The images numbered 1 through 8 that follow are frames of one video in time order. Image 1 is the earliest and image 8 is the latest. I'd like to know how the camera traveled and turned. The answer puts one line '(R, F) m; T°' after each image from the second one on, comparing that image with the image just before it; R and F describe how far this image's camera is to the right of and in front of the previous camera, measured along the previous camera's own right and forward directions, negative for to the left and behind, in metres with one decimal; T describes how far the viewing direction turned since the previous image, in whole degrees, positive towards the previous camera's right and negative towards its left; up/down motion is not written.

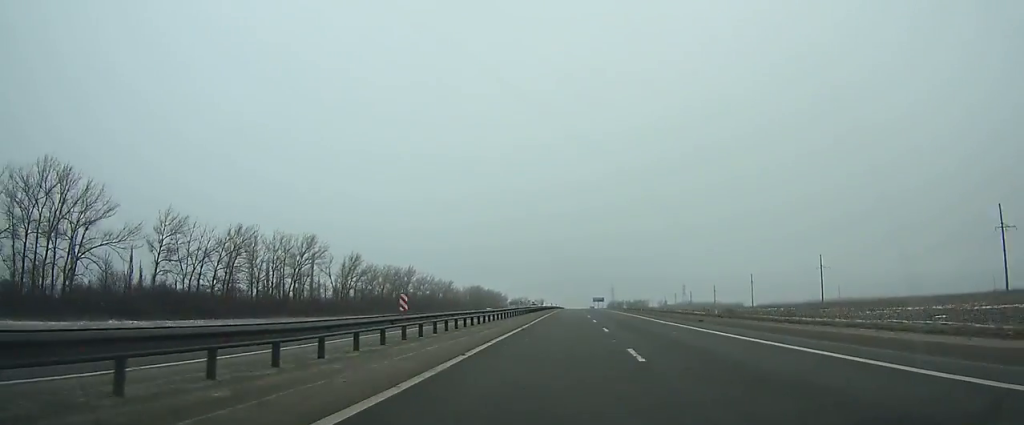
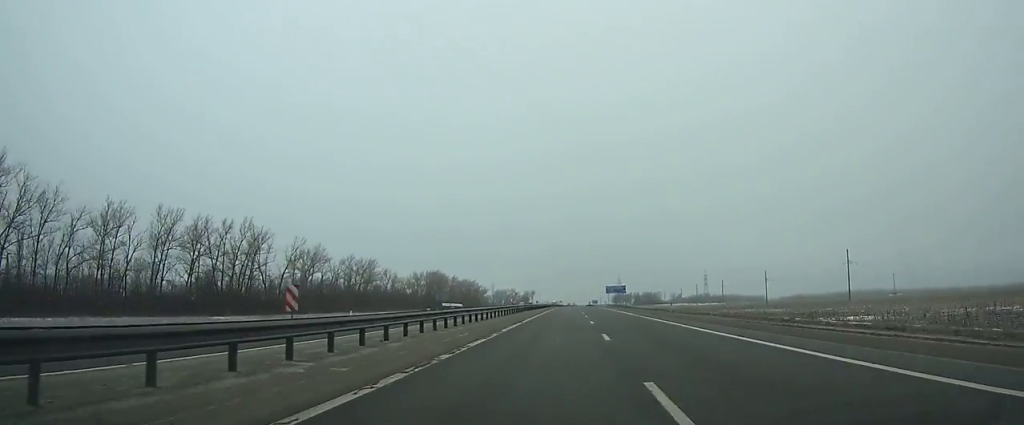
(+0.1, +126.8) m; 0°
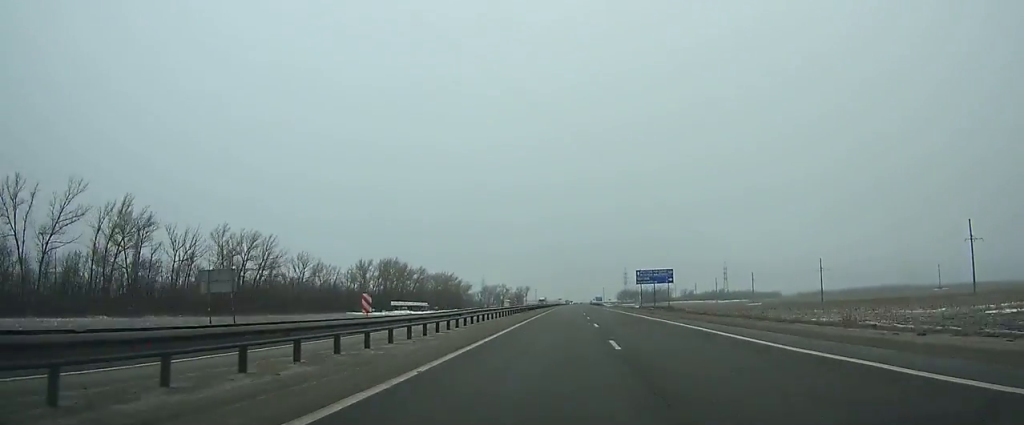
(-0.2, +76.5) m; 0°
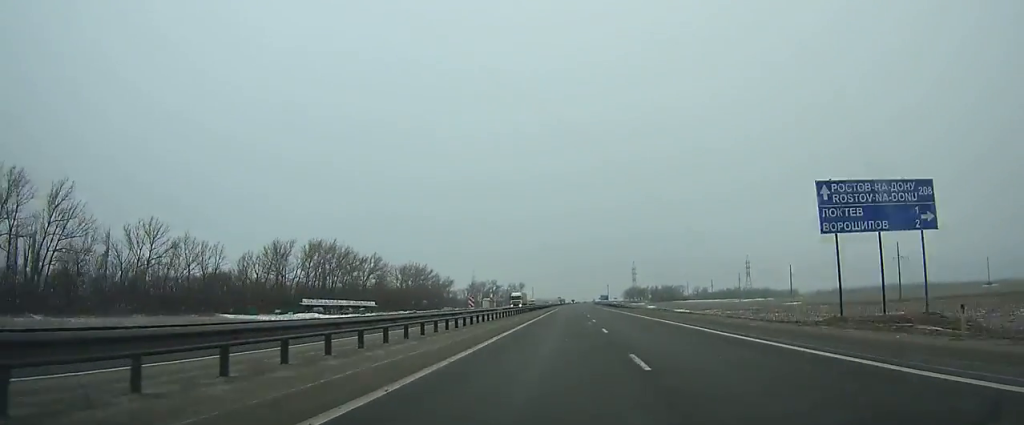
(0.0, +66.5) m; 0°
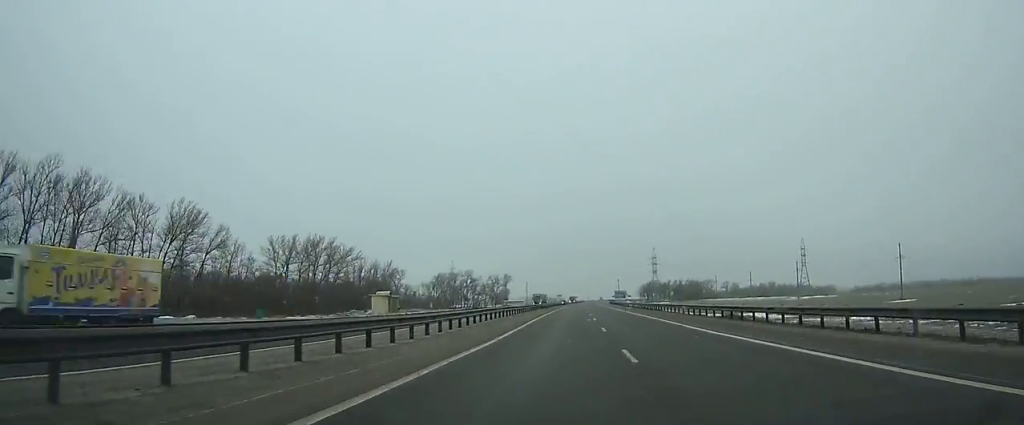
(+0.2, +113.6) m; 0°
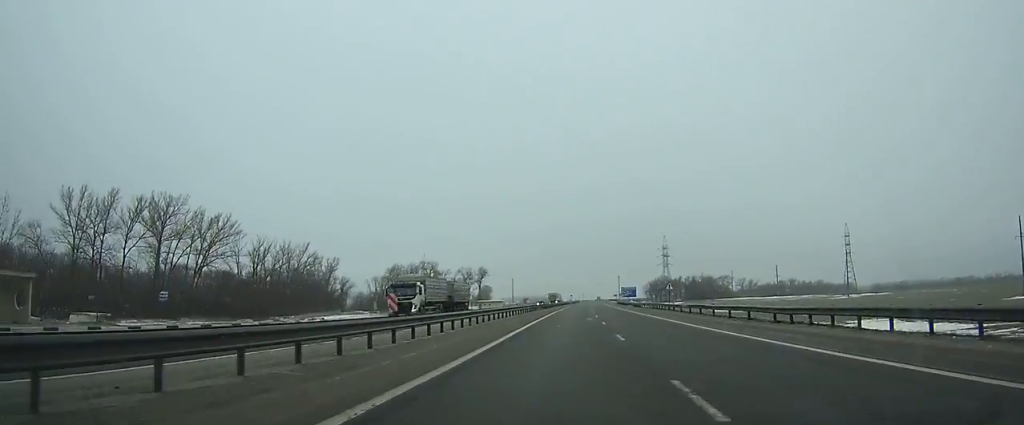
(+0.1, +72.5) m; +1°
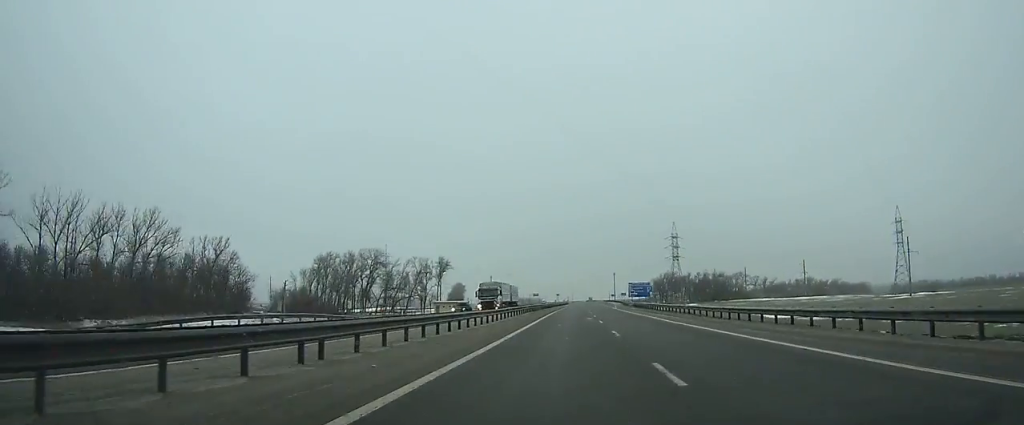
(+0.1, +64.1) m; +1°
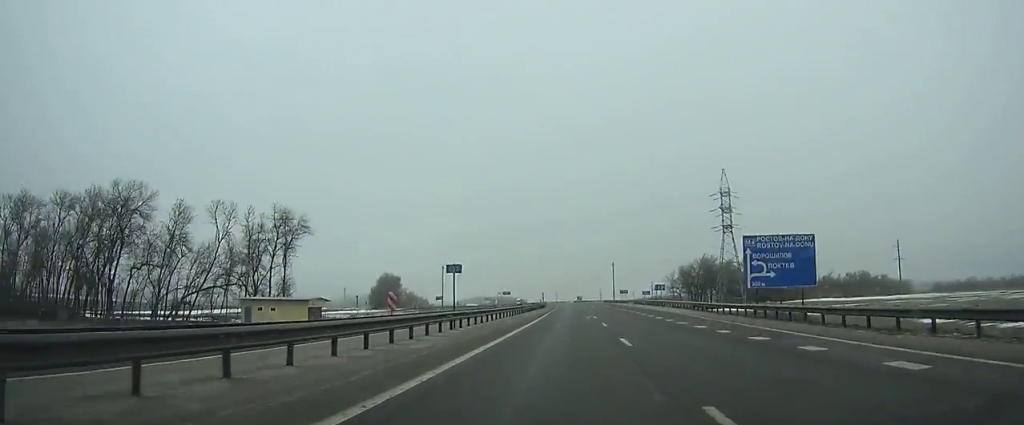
(+1.1, +108.9) m; 0°
